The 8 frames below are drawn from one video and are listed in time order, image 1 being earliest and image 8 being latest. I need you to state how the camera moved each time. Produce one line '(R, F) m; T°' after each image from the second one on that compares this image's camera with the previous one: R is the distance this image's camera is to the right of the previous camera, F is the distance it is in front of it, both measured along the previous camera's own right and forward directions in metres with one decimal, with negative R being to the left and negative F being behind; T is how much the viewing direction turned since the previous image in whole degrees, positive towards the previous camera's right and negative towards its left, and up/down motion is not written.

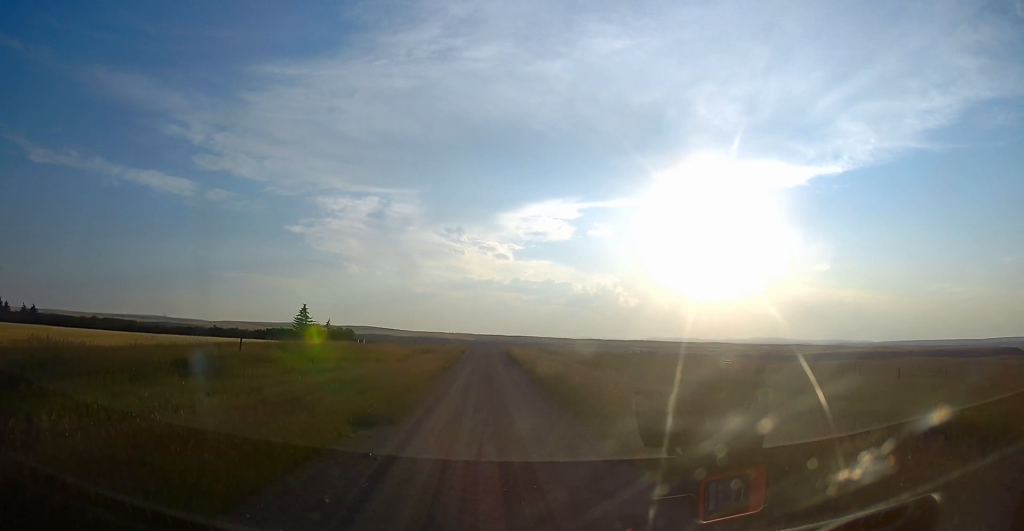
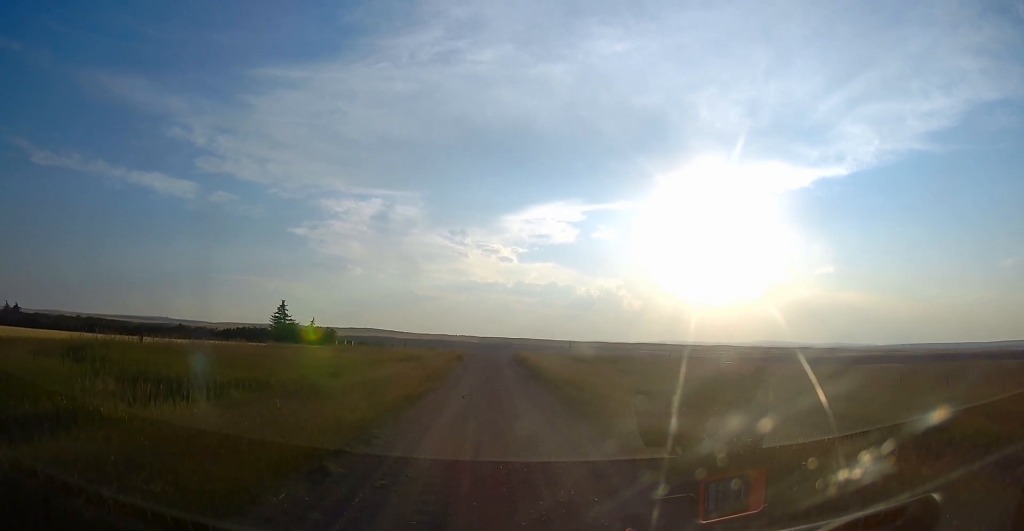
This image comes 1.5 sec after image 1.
(0.0, +16.5) m; +1°
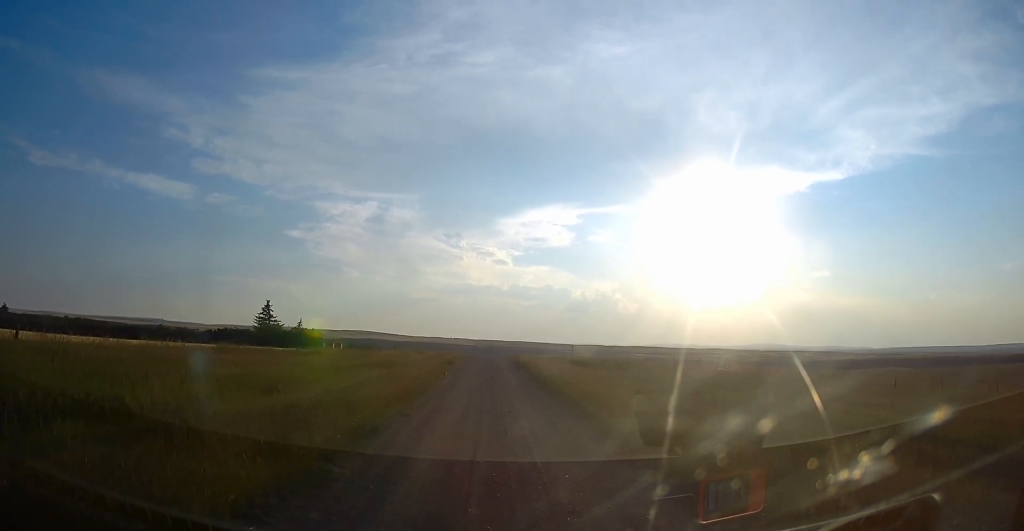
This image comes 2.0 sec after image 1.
(0.0, +5.6) m; +1°
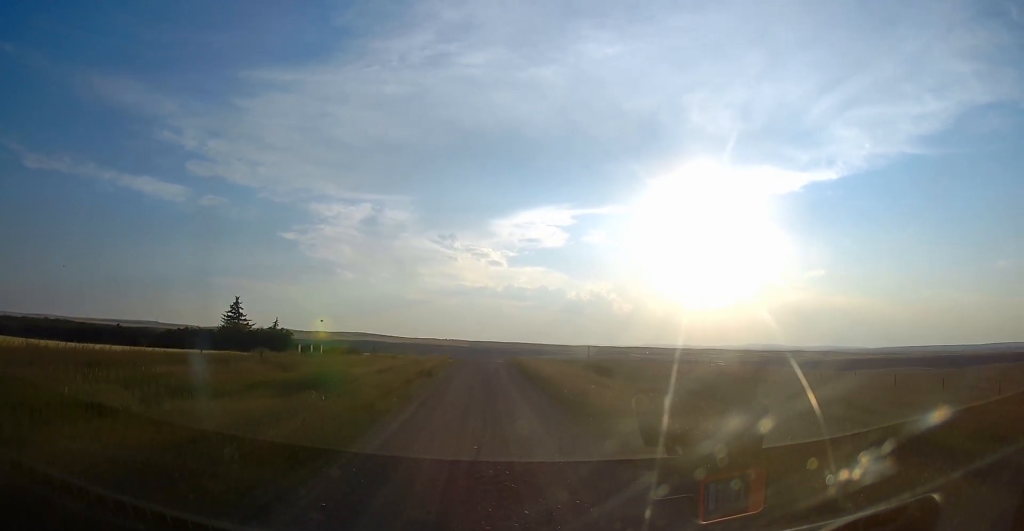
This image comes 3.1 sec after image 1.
(+0.3, +12.0) m; 0°
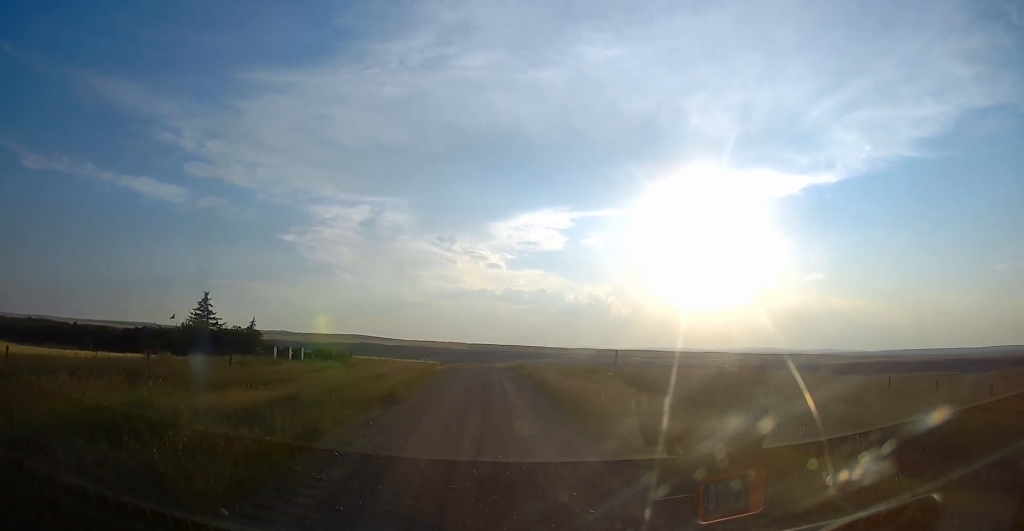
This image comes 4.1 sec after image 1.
(-0.3, +11.1) m; -2°
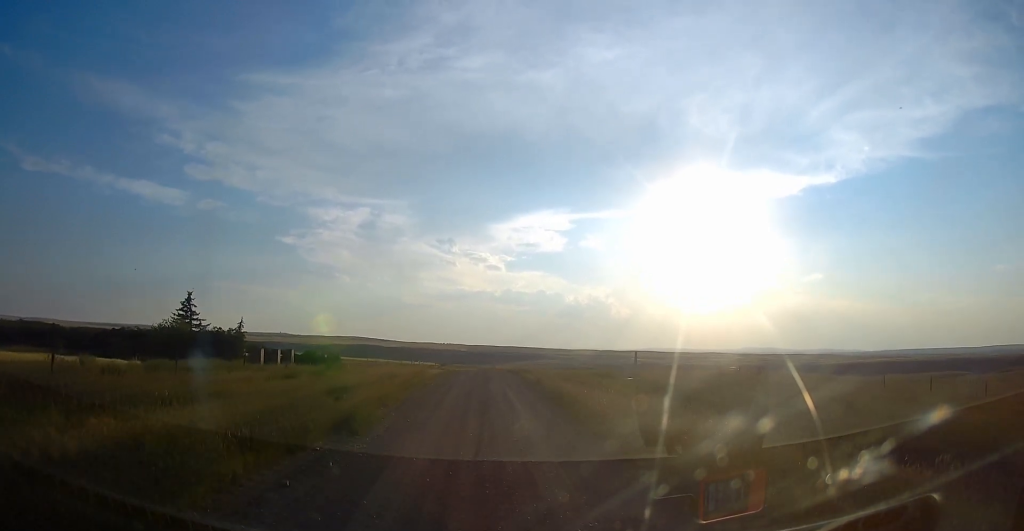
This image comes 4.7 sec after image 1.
(0.0, +5.3) m; 0°
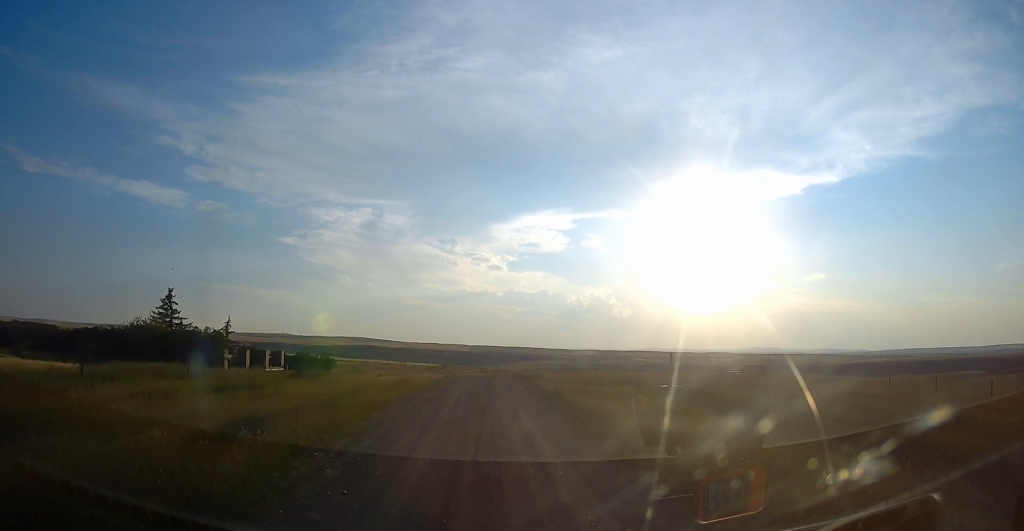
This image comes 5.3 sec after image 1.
(0.0, +6.3) m; +2°
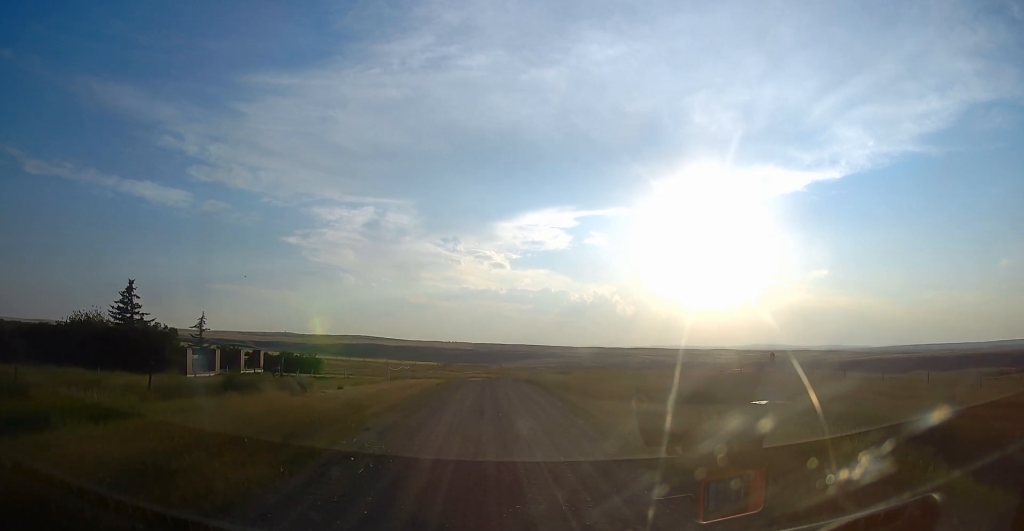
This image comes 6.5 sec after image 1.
(+0.4, +10.6) m; +2°
